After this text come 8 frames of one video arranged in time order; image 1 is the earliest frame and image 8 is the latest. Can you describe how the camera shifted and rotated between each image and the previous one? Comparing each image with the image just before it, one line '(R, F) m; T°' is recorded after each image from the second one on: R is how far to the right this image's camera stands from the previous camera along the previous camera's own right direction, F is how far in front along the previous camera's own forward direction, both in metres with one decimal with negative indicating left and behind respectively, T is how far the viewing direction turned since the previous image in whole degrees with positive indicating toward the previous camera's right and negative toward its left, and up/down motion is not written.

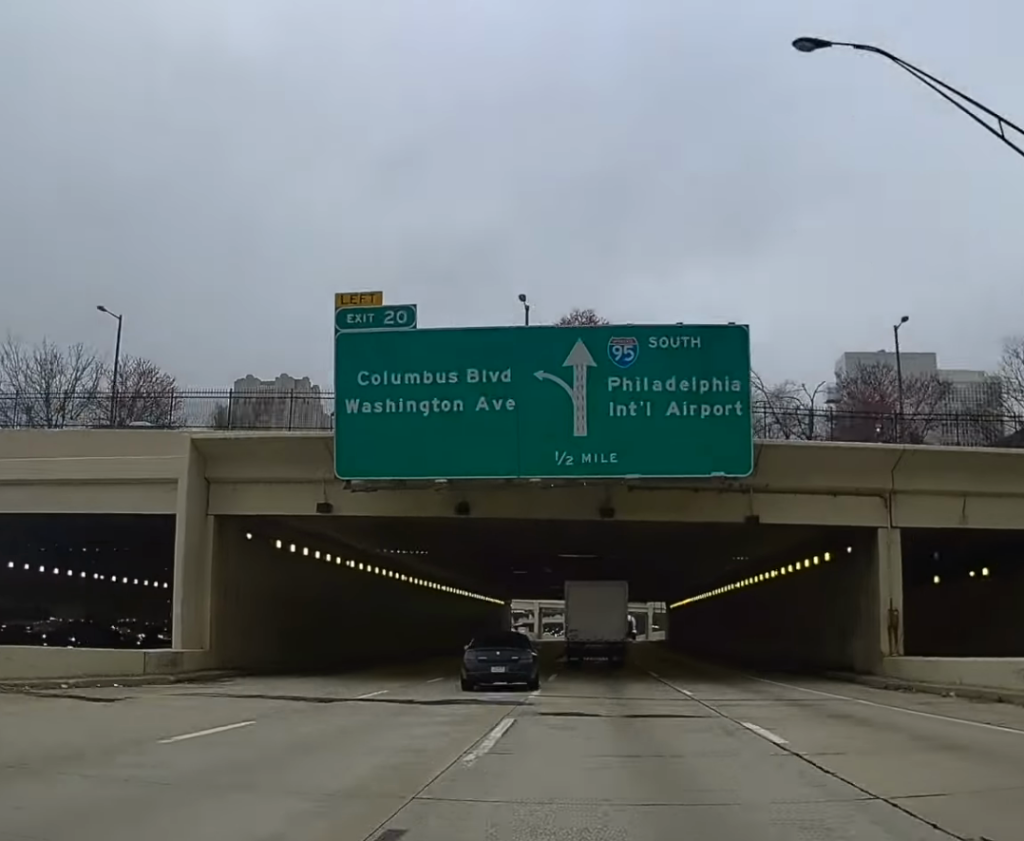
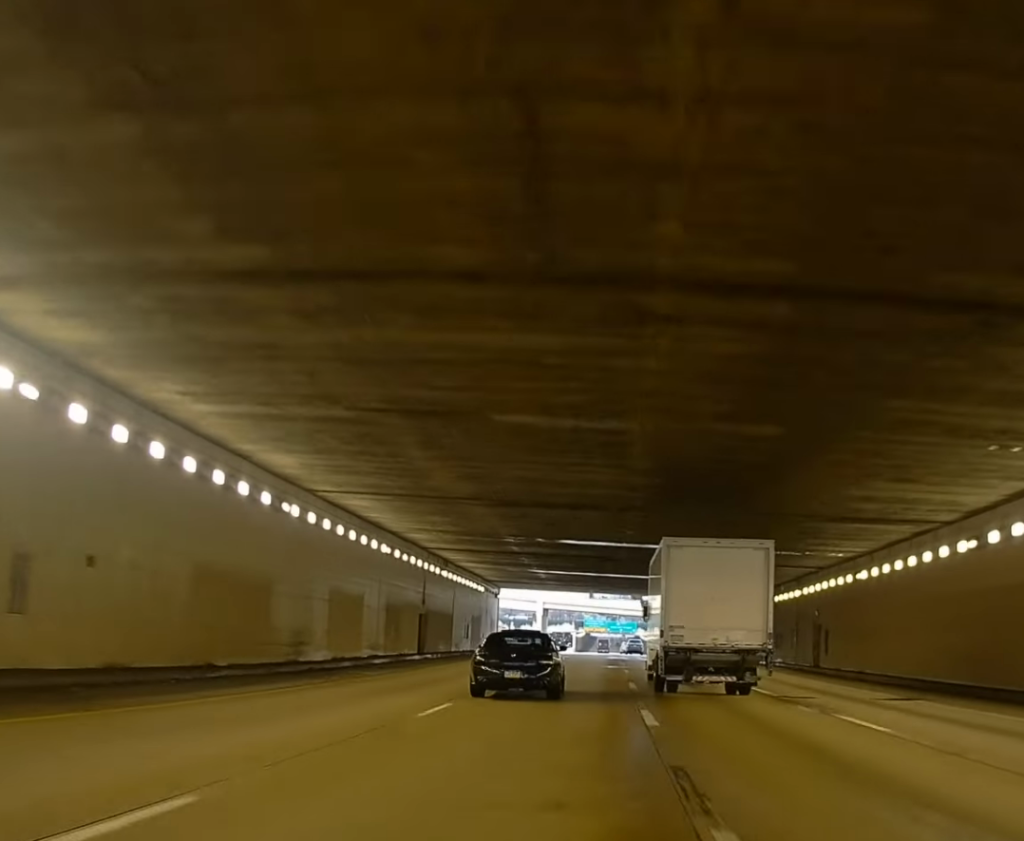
(-0.4, +50.1) m; -1°
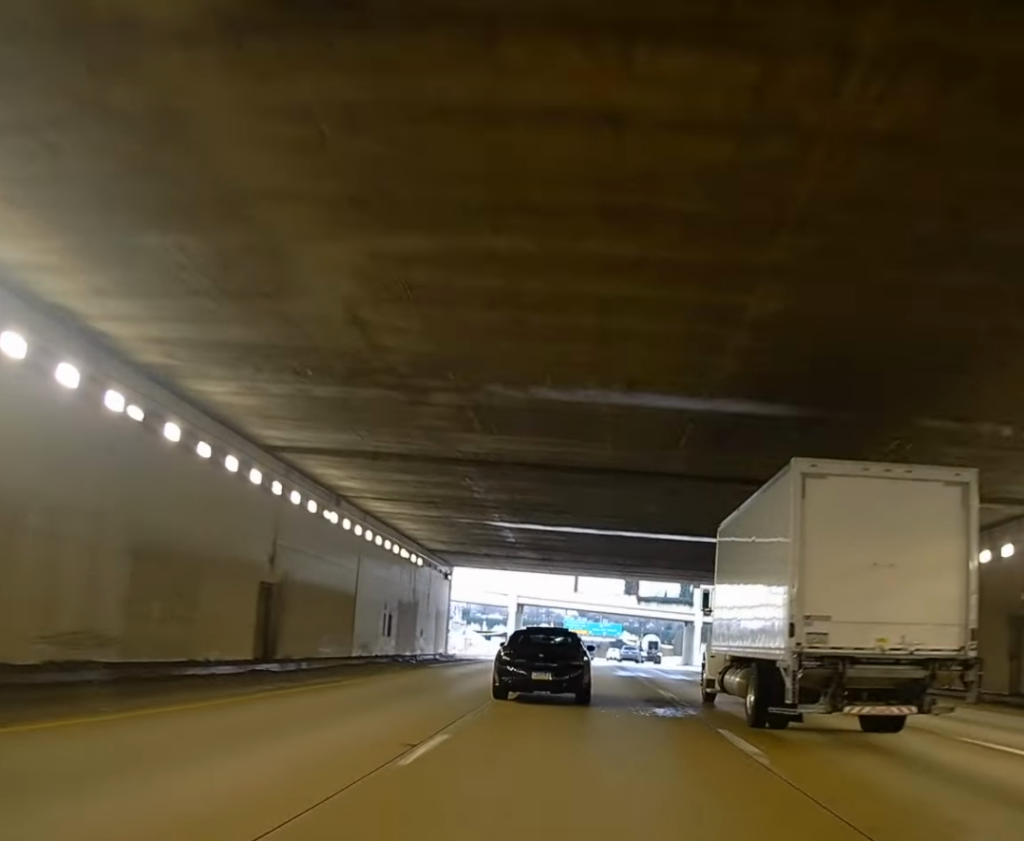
(0.0, +27.2) m; 0°
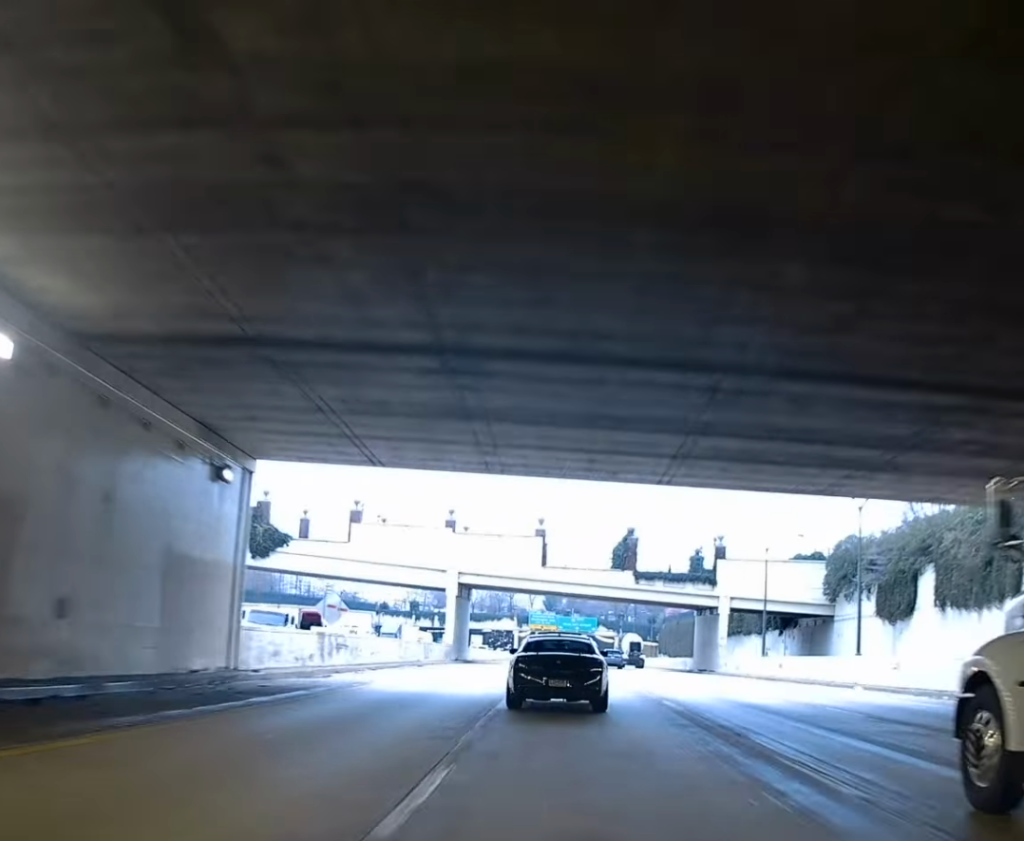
(0.0, +38.0) m; 0°
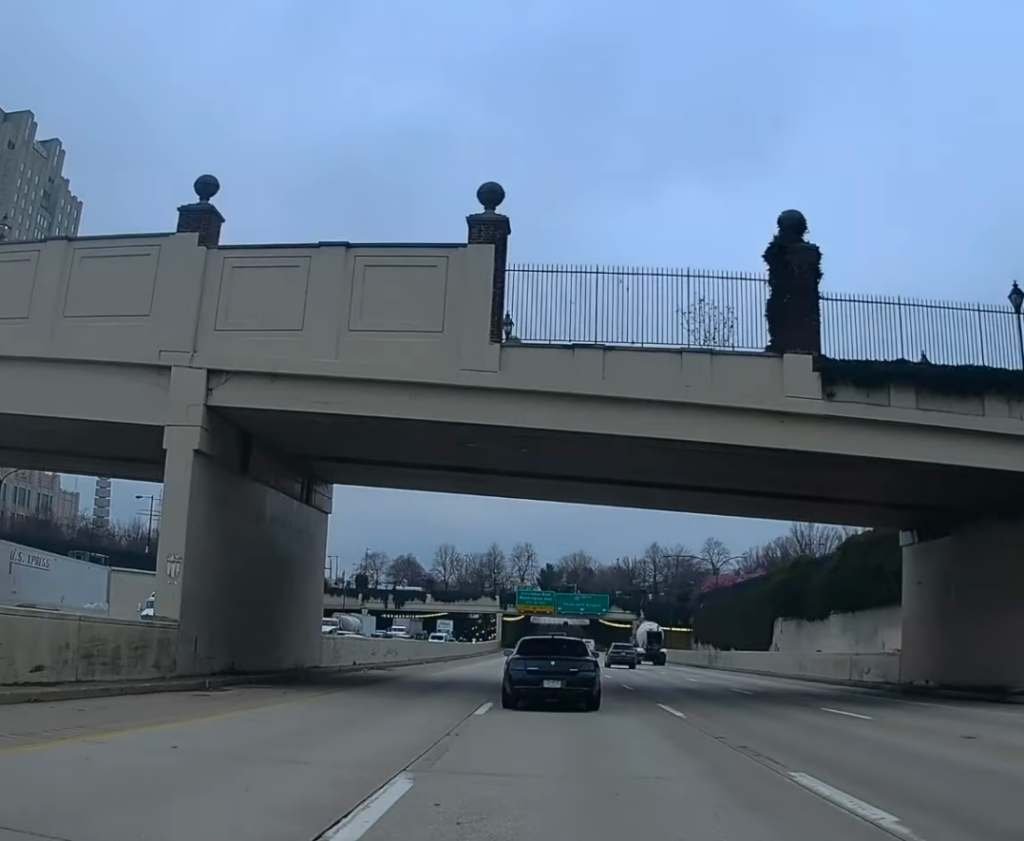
(+0.7, +58.6) m; +2°
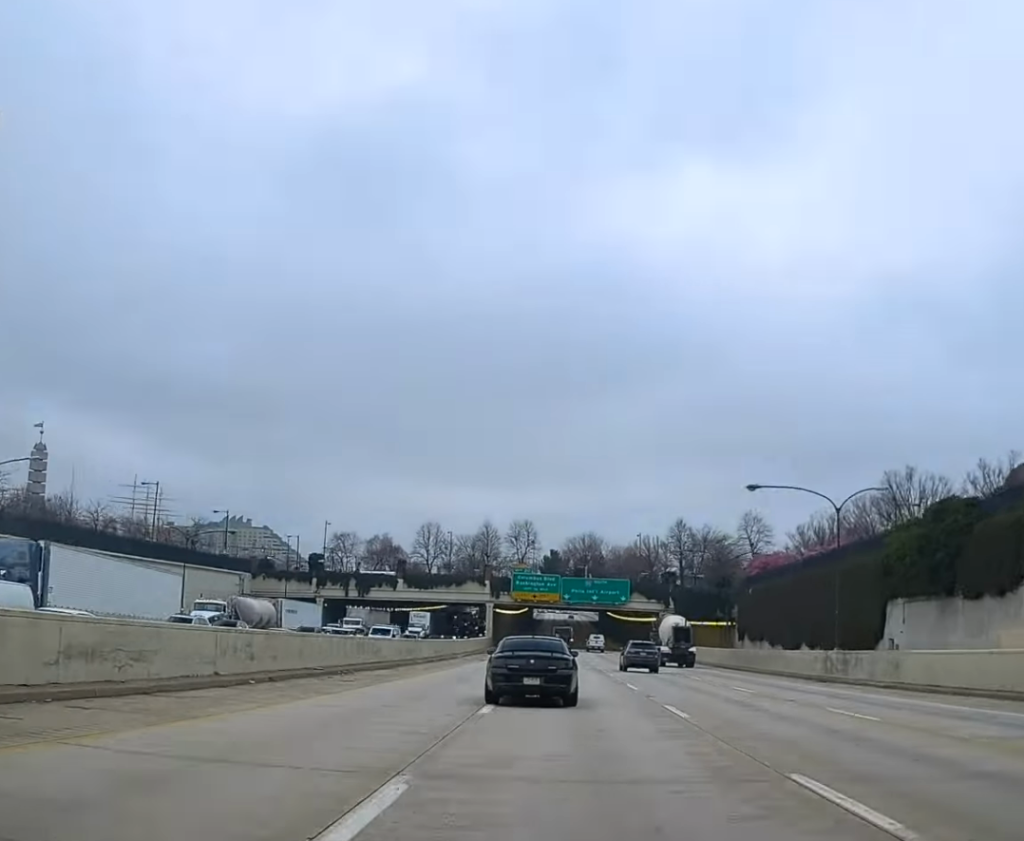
(+0.4, +35.5) m; 0°
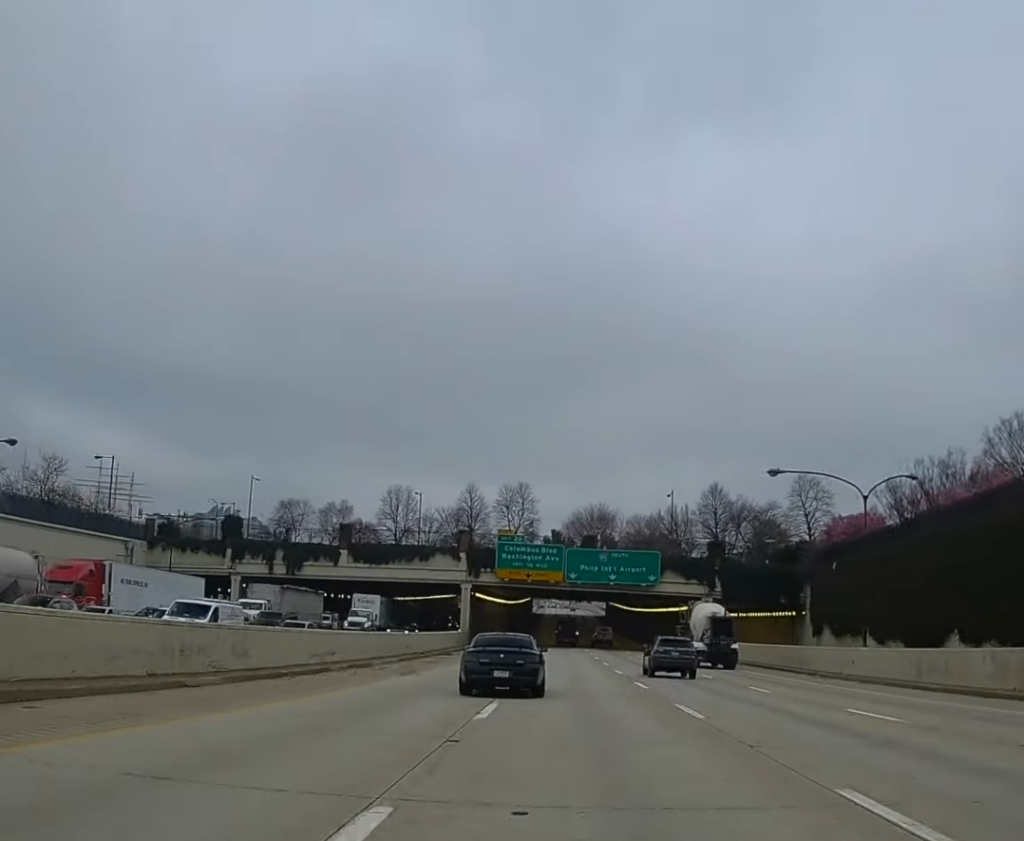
(-0.1, +37.0) m; 0°
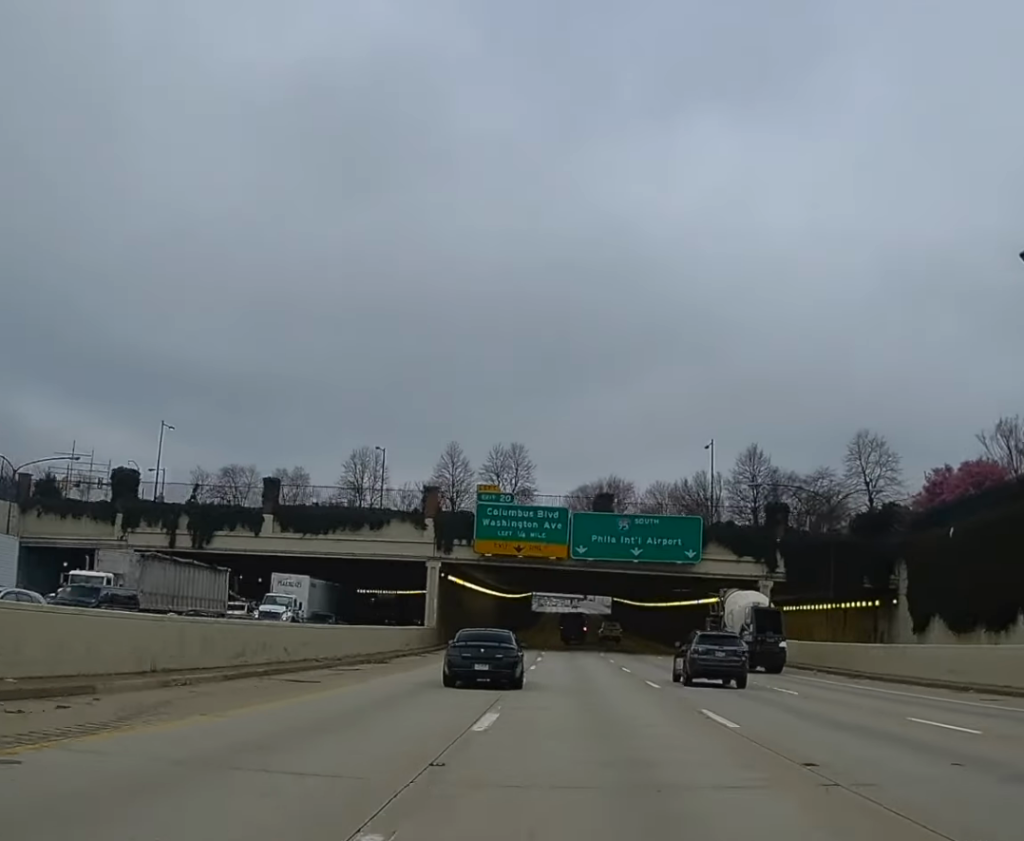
(0.0, +26.9) m; 0°
